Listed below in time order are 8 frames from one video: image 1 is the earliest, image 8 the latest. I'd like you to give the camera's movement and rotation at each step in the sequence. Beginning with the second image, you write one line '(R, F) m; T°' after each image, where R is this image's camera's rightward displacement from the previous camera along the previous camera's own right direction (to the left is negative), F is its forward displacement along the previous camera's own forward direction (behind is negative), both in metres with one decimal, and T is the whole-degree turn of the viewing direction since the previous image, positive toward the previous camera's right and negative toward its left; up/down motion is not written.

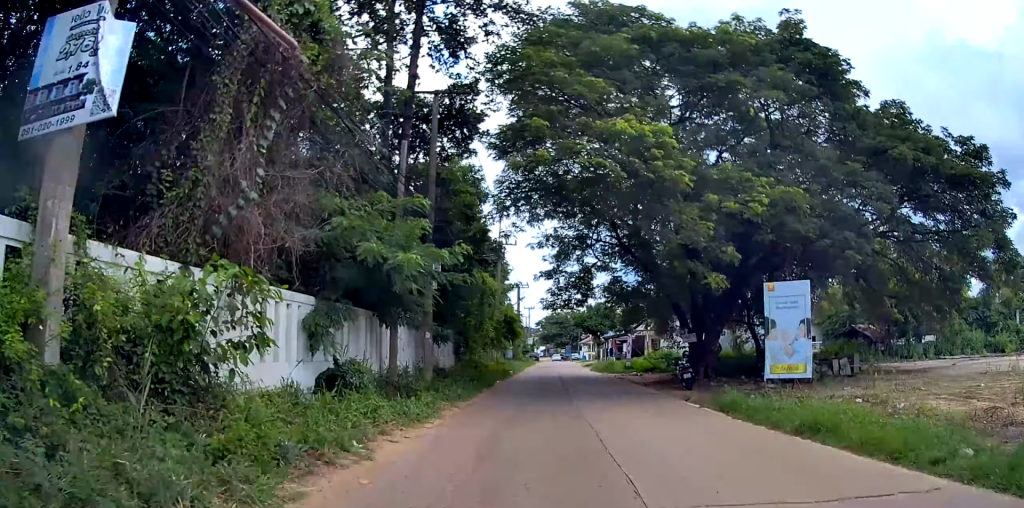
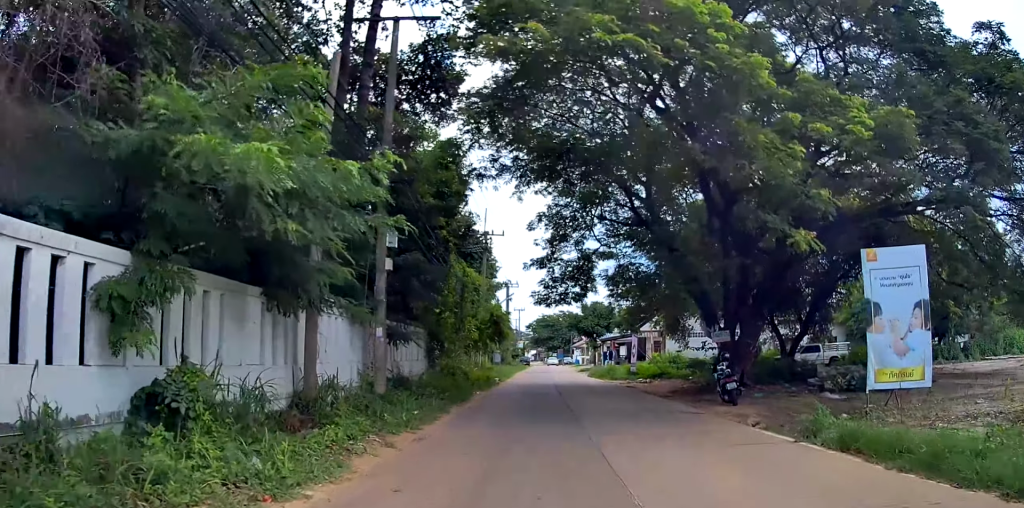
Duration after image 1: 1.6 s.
(-0.2, +9.5) m; -1°
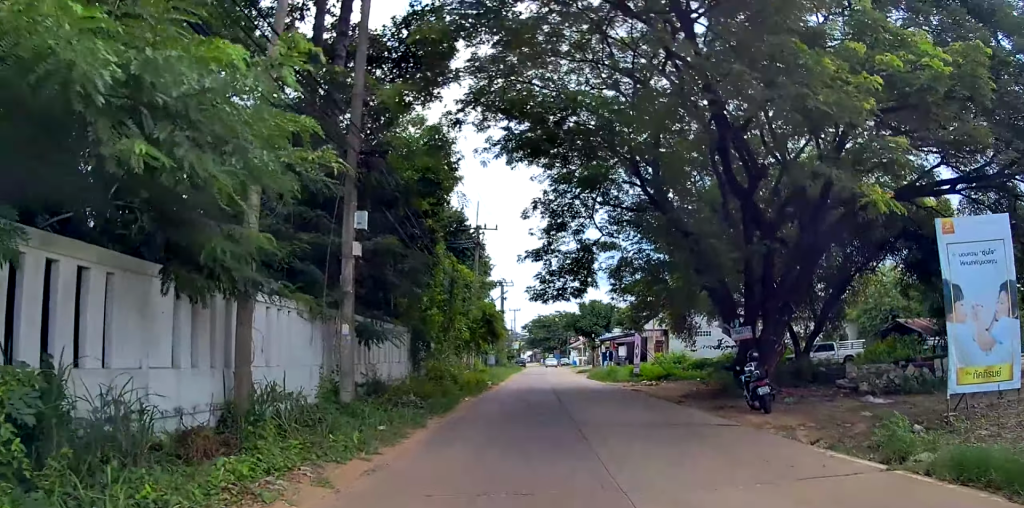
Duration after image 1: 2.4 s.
(0.0, +4.1) m; +1°
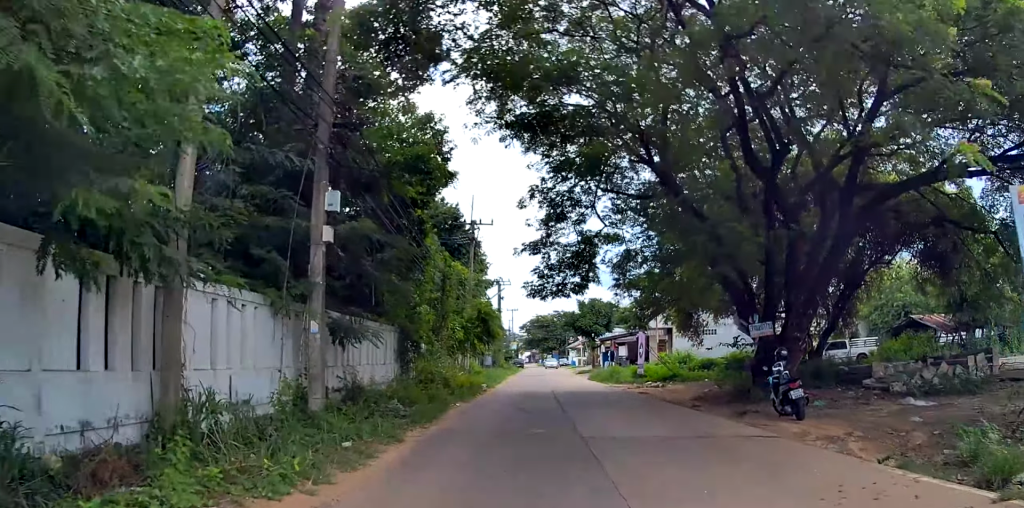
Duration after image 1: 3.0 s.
(0.0, +3.1) m; +2°
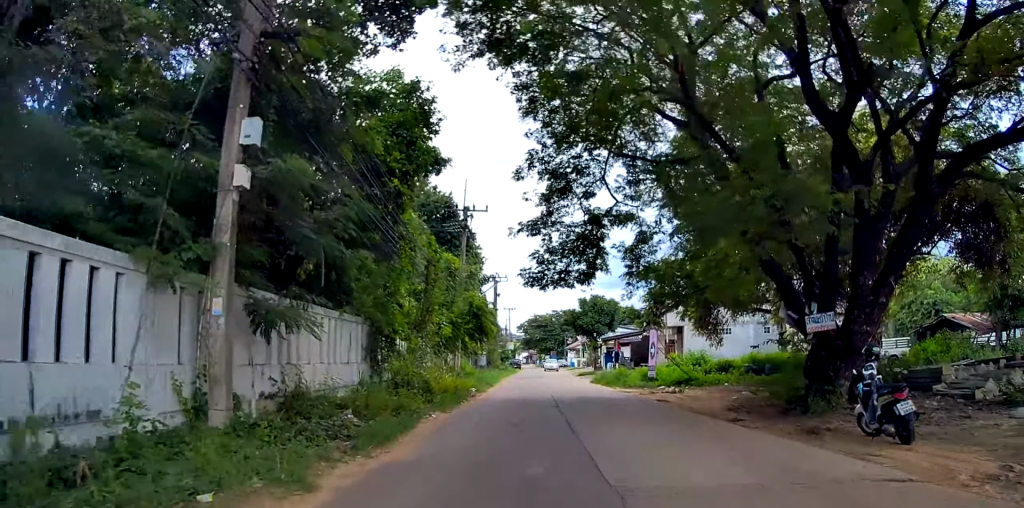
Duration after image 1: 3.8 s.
(+0.1, +4.5) m; +1°
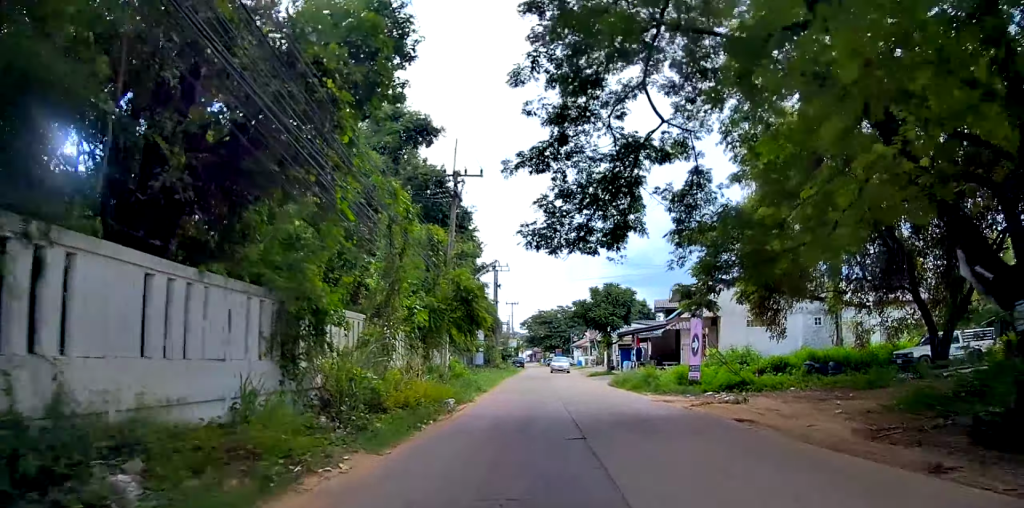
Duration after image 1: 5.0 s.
(0.0, +6.9) m; -1°
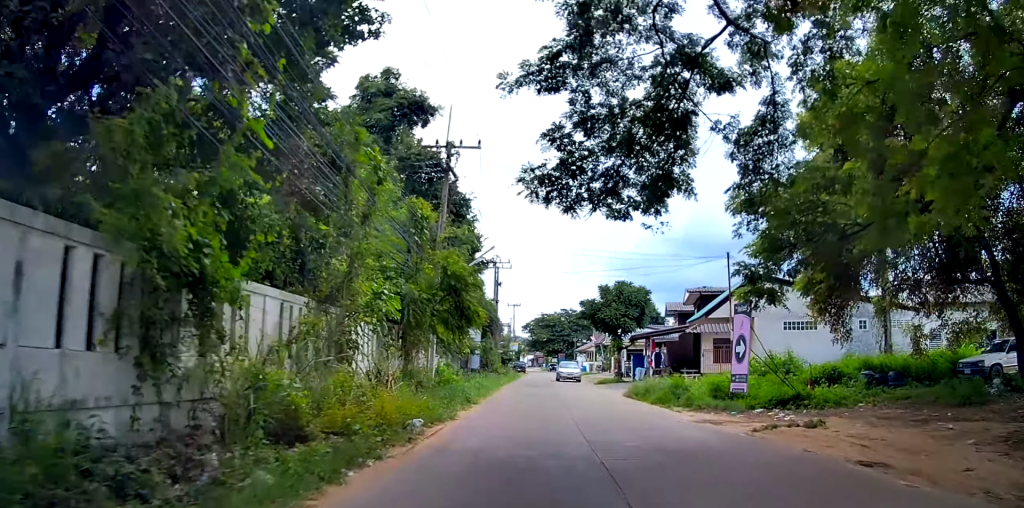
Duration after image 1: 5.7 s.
(0.0, +4.1) m; 0°
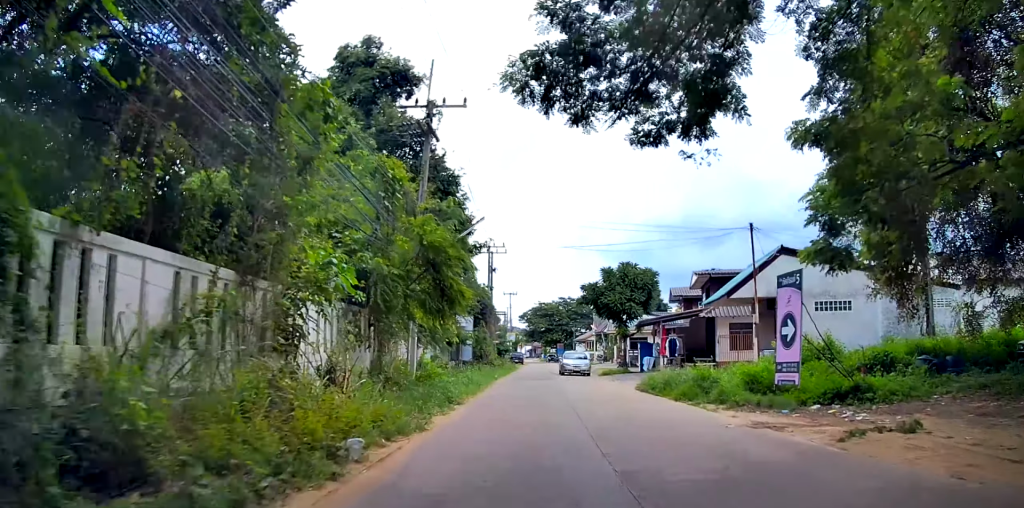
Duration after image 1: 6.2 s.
(0.0, +3.2) m; +1°
